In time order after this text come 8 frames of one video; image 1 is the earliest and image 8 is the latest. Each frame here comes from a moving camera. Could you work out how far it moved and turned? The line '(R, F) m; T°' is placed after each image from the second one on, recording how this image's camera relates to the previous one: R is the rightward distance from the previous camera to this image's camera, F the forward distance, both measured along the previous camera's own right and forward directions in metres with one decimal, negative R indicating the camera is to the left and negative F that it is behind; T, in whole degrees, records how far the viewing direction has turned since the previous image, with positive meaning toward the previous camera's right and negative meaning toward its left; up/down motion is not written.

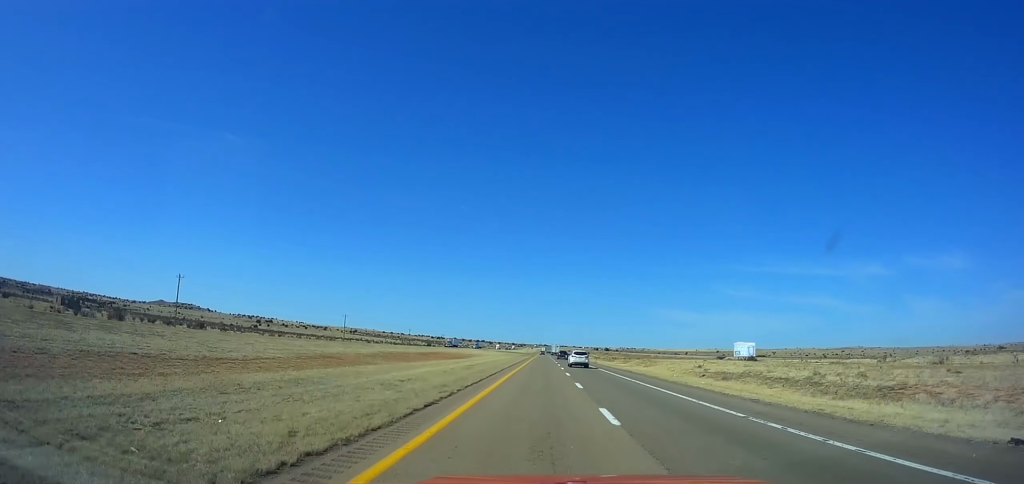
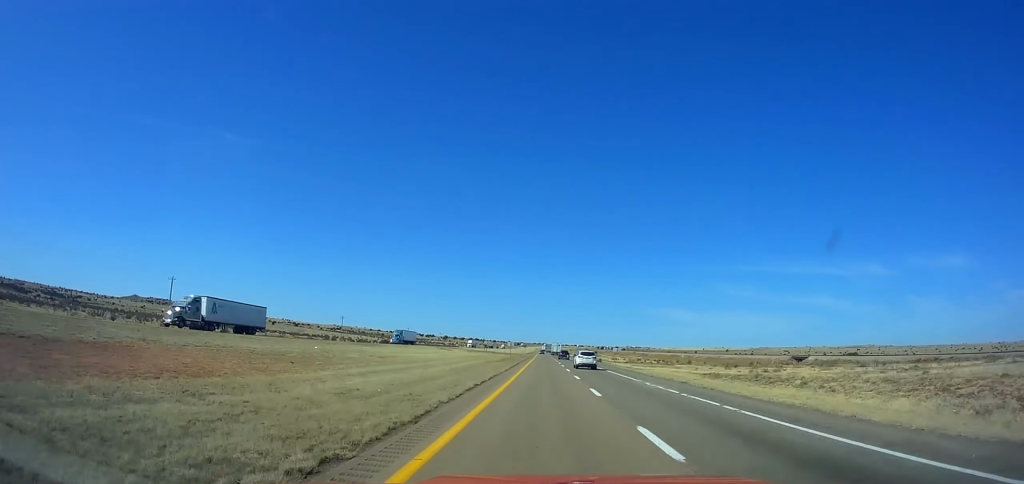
(-0.1, +101.3) m; 0°
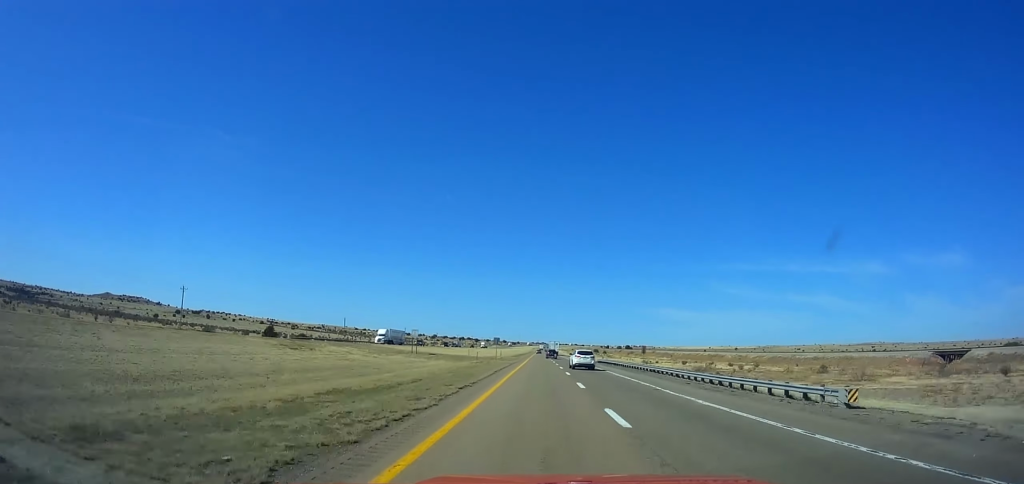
(-0.4, +93.9) m; 0°
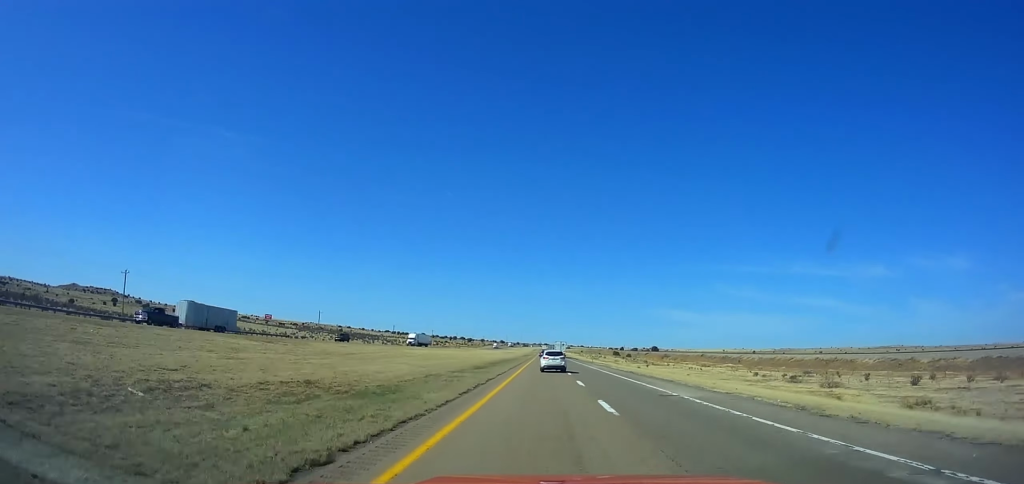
(0.0, +118.6) m; 0°
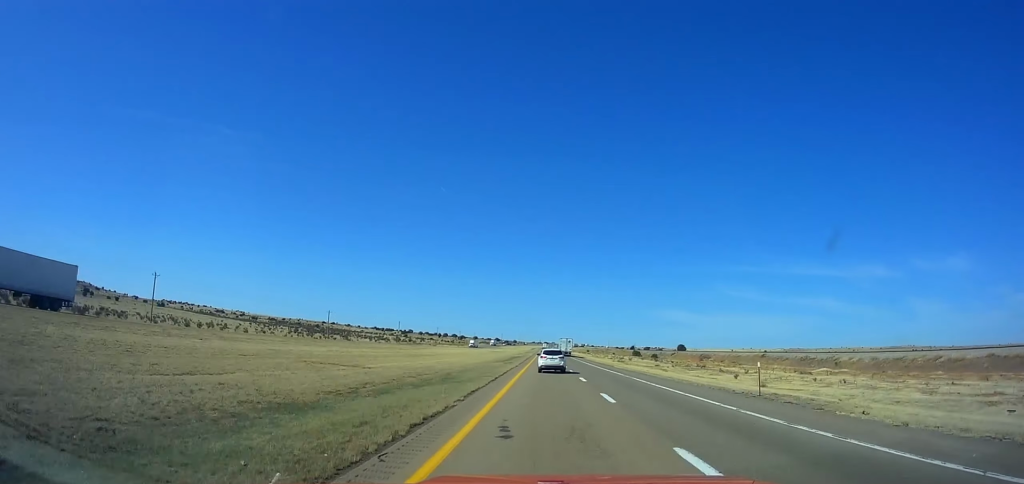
(+0.3, +82.0) m; 0°
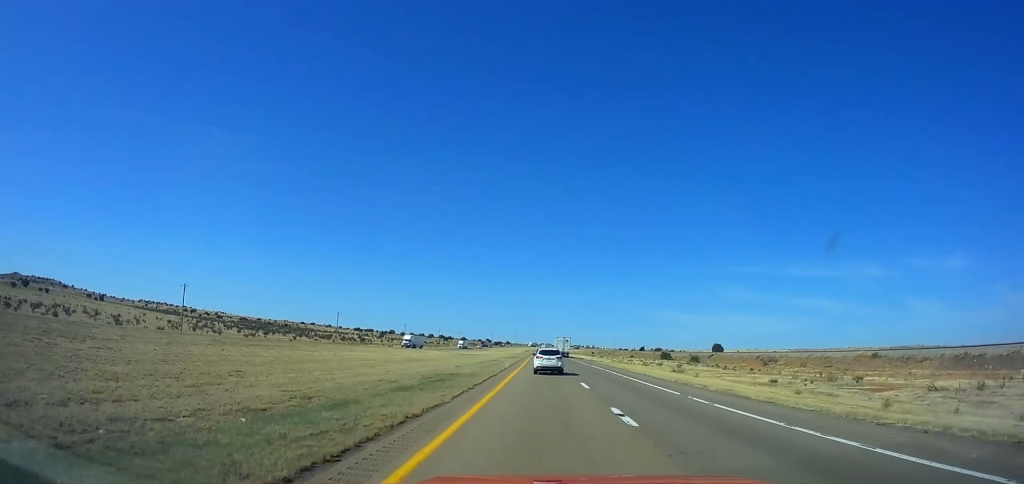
(-0.2, +77.8) m; 0°
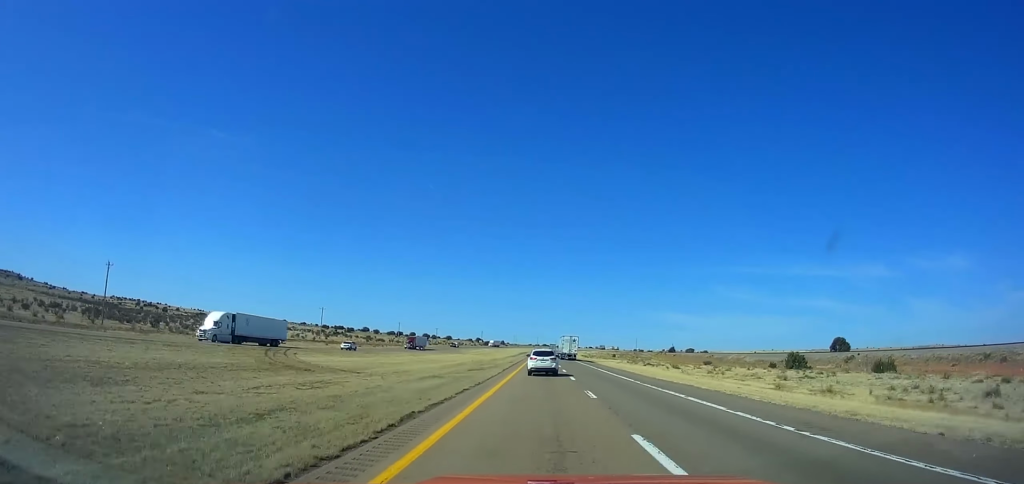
(+0.4, +115.4) m; 0°
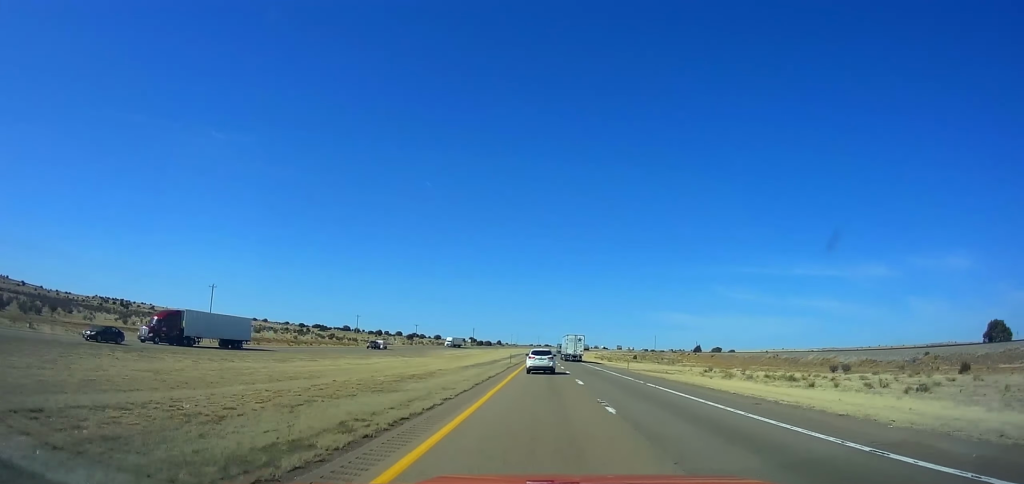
(-0.6, +65.9) m; 0°
